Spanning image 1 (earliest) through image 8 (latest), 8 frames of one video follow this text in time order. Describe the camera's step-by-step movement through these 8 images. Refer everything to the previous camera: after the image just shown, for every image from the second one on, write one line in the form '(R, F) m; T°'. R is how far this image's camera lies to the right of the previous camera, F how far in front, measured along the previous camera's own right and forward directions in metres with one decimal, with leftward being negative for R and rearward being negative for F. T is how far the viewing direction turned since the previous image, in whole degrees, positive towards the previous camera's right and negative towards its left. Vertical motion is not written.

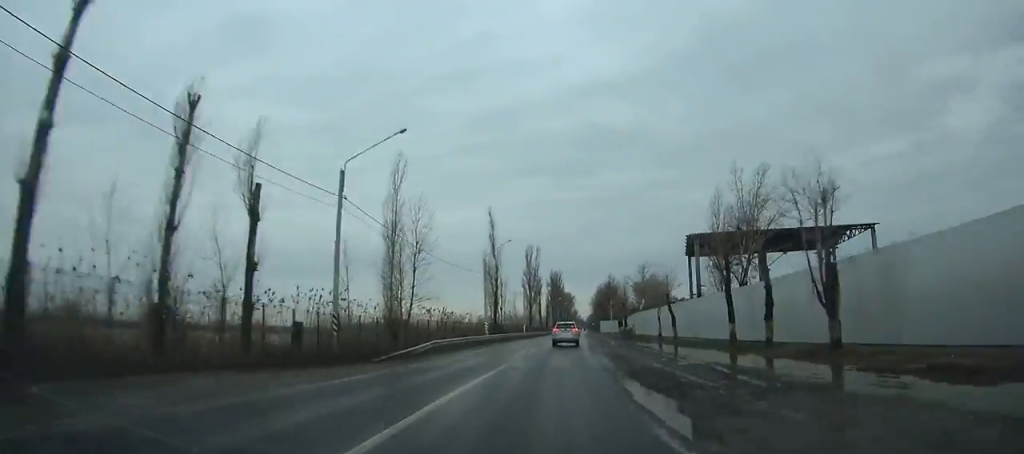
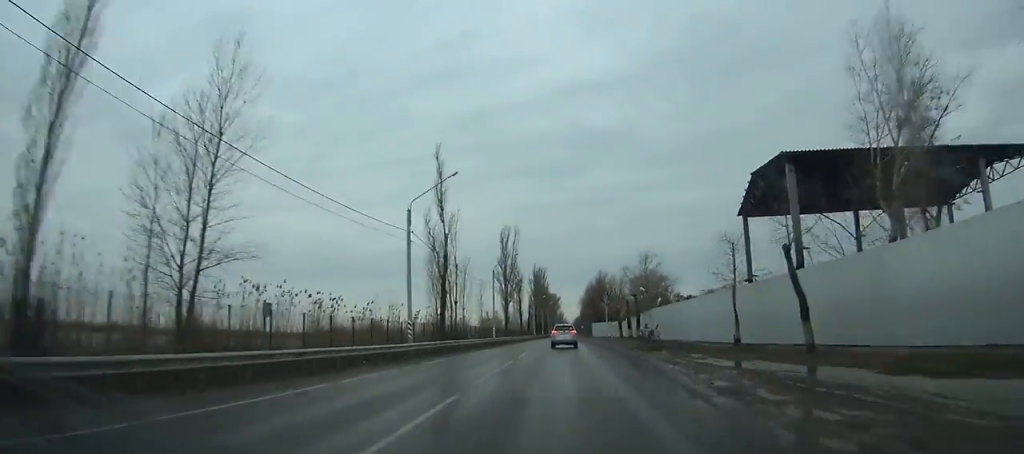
(+0.3, +27.3) m; +1°
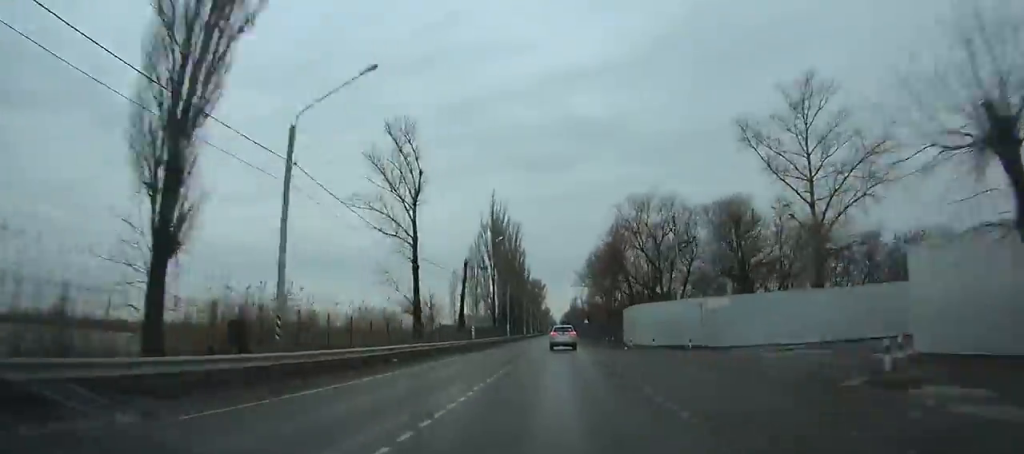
(+1.3, +86.5) m; +1°
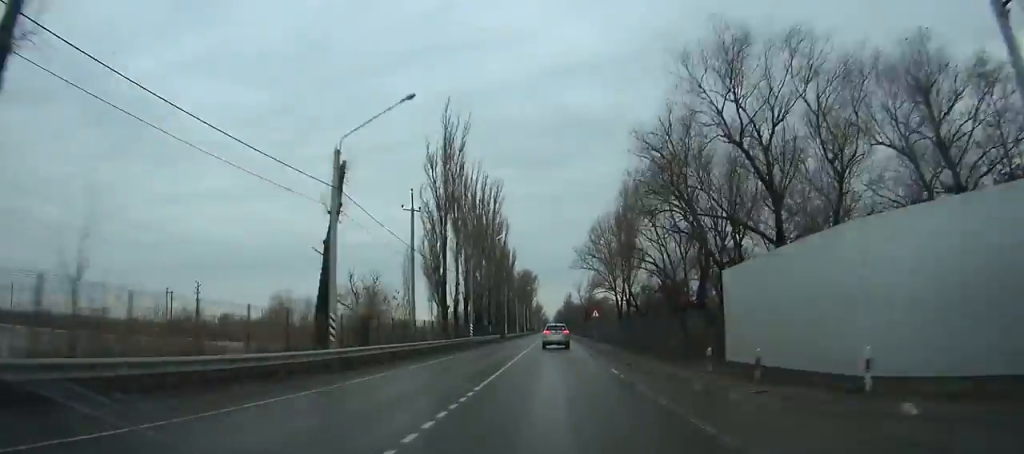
(+0.2, +32.7) m; 0°
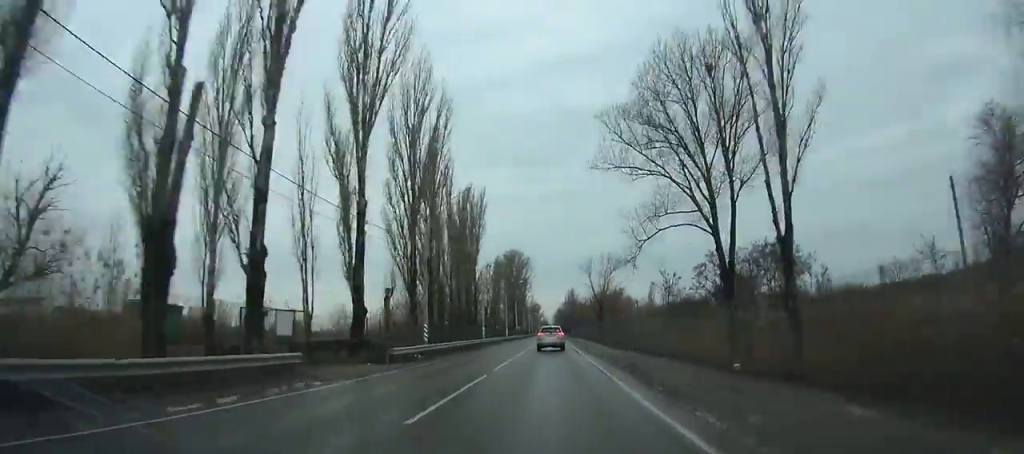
(-0.1, +60.1) m; 0°
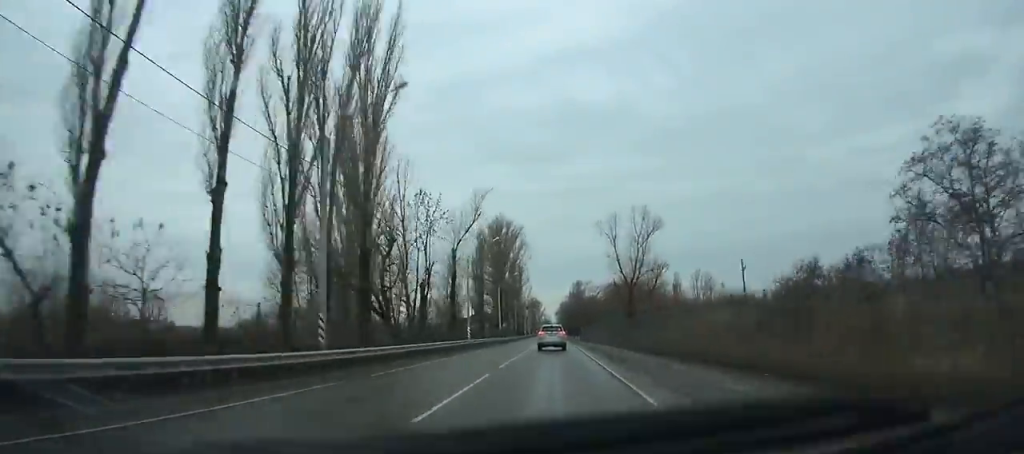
(+0.1, +45.7) m; 0°
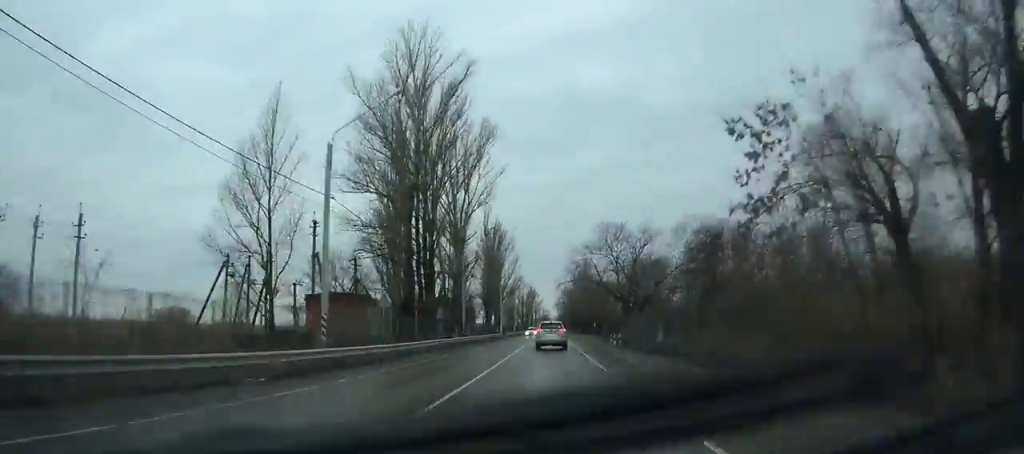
(+0.1, +68.4) m; 0°
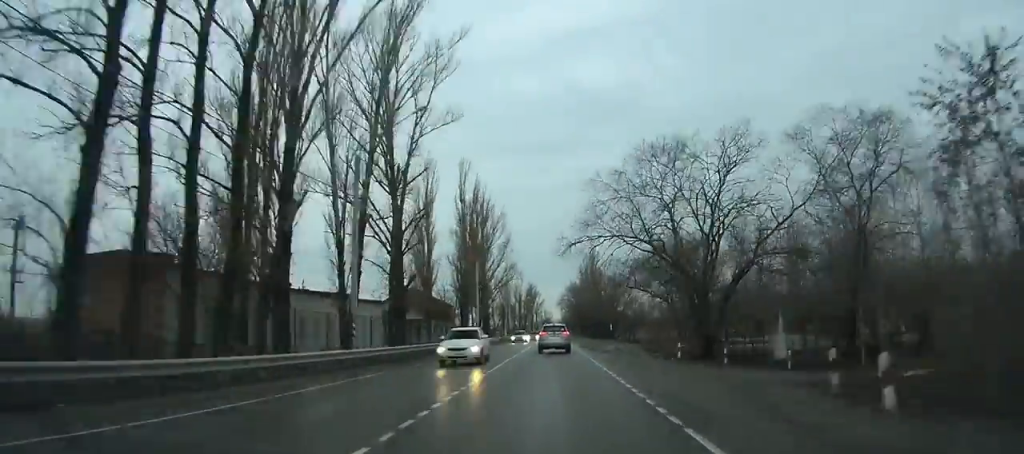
(0.0, +31.1) m; 0°
